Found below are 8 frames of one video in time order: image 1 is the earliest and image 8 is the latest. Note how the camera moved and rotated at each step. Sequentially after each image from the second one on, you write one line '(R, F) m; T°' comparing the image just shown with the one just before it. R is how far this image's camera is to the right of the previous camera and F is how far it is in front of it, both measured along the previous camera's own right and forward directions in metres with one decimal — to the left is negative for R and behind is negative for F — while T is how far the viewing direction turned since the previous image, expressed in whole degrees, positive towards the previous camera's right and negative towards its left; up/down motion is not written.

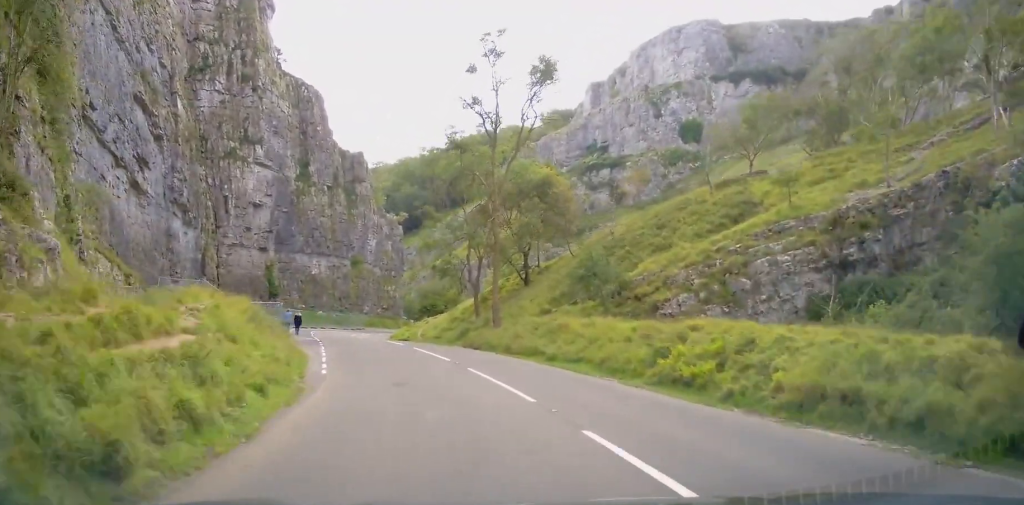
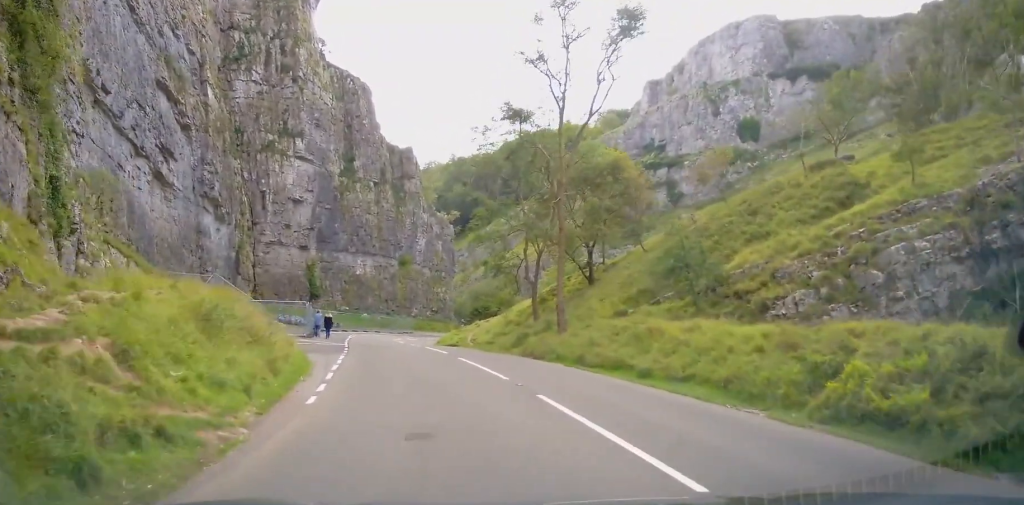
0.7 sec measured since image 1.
(-0.3, +6.2) m; -5°
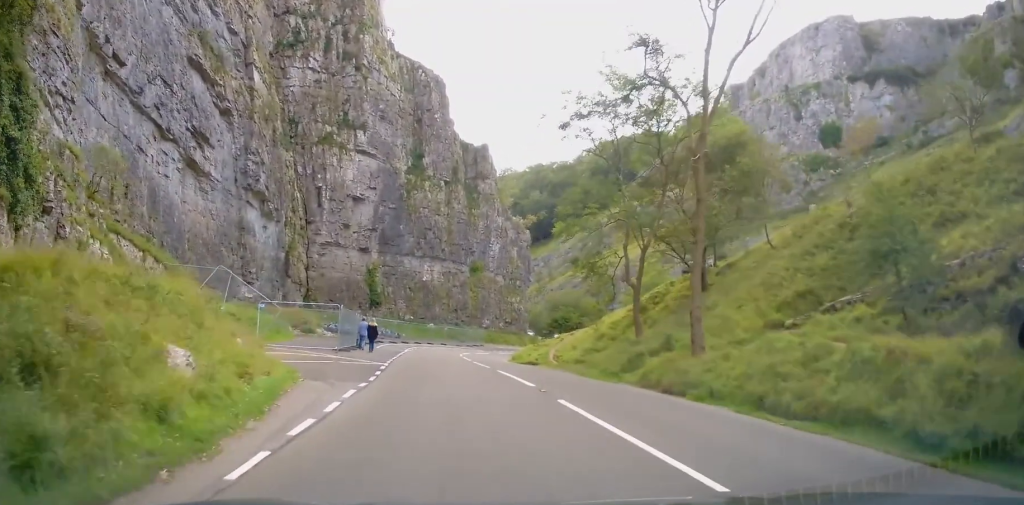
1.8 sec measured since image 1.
(-0.5, +9.0) m; -5°
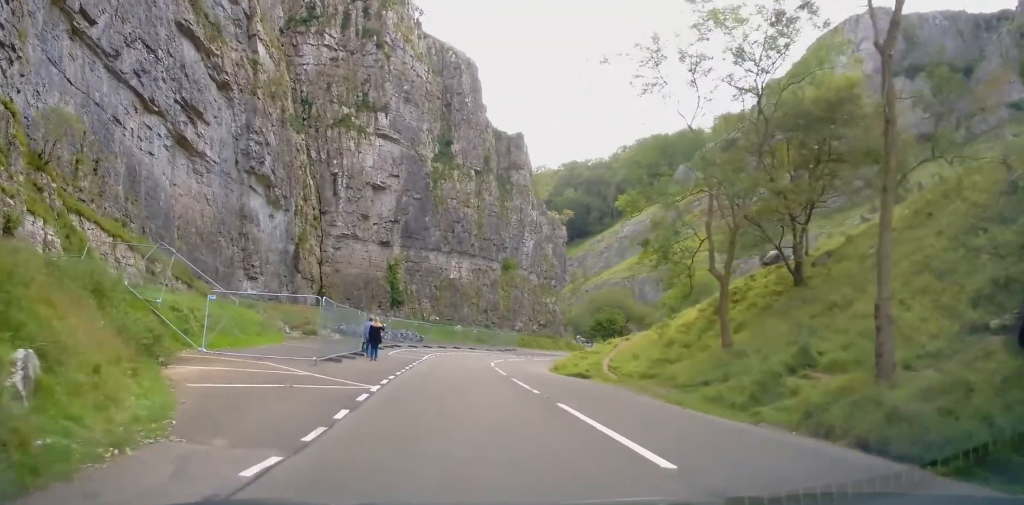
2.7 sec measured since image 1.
(-0.1, +8.0) m; -2°
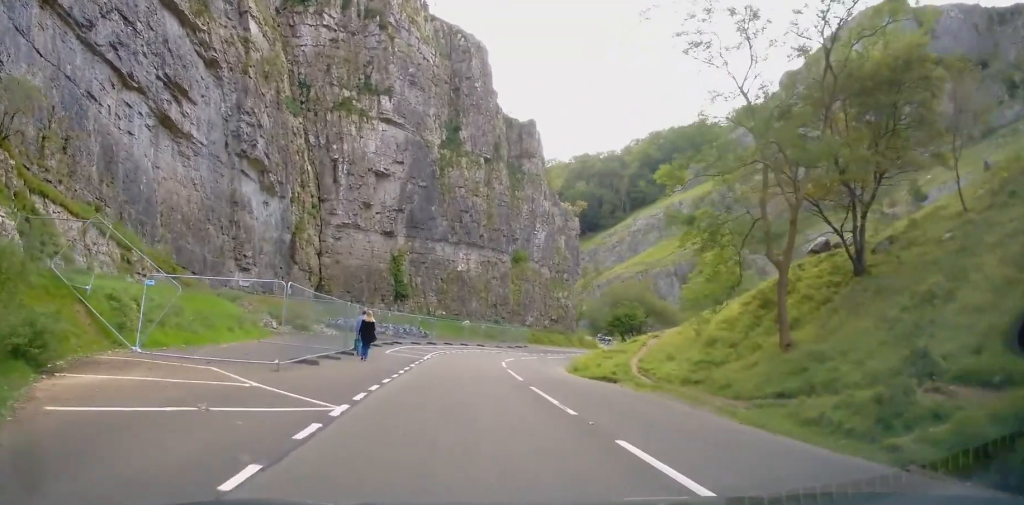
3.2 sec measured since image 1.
(-0.1, +4.6) m; +1°
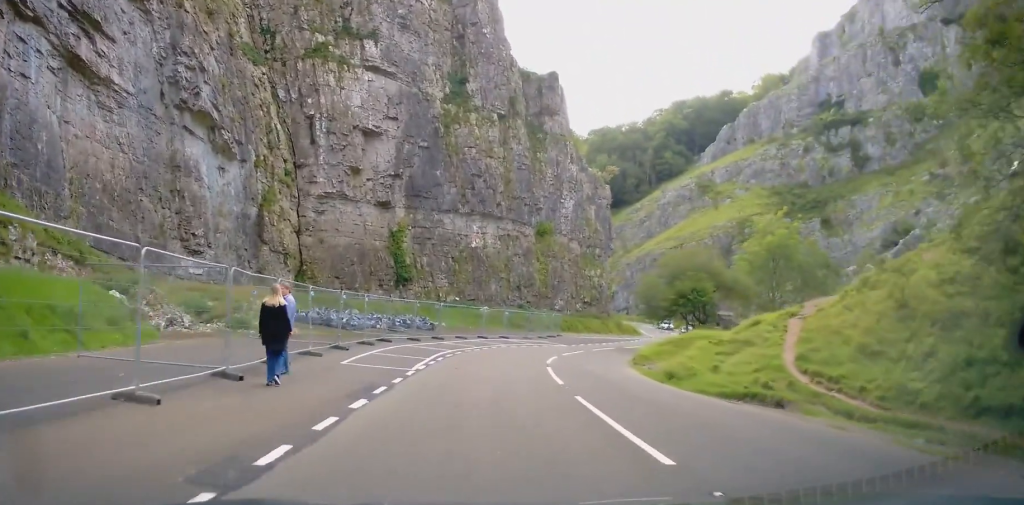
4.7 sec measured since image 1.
(+0.3, +13.4) m; -2°
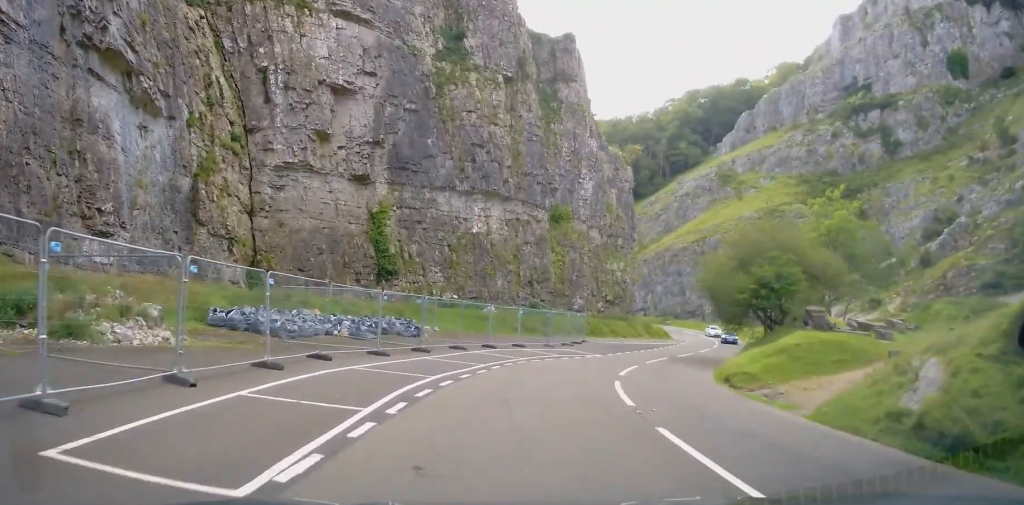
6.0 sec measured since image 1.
(-0.9, +12.4) m; -4°
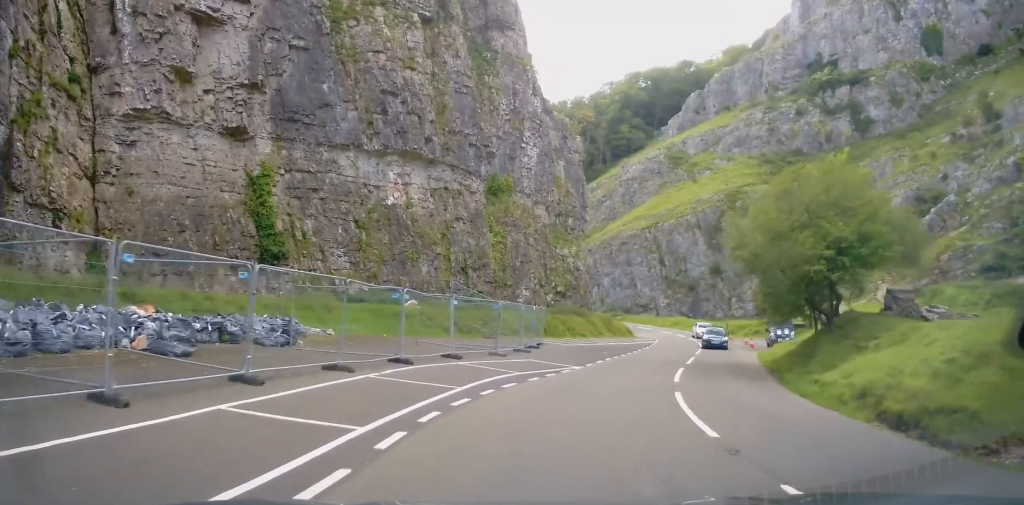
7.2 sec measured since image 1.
(+0.4, +12.1) m; +6°
